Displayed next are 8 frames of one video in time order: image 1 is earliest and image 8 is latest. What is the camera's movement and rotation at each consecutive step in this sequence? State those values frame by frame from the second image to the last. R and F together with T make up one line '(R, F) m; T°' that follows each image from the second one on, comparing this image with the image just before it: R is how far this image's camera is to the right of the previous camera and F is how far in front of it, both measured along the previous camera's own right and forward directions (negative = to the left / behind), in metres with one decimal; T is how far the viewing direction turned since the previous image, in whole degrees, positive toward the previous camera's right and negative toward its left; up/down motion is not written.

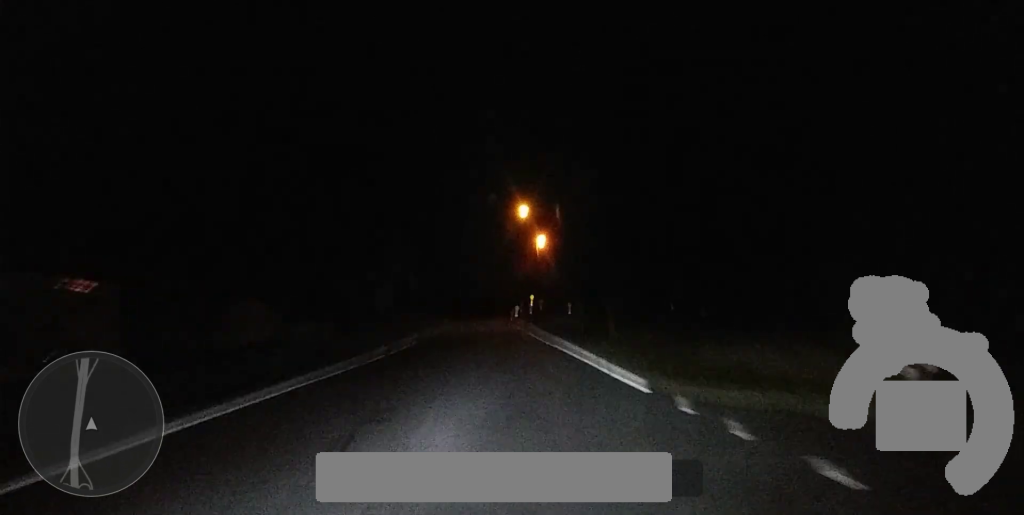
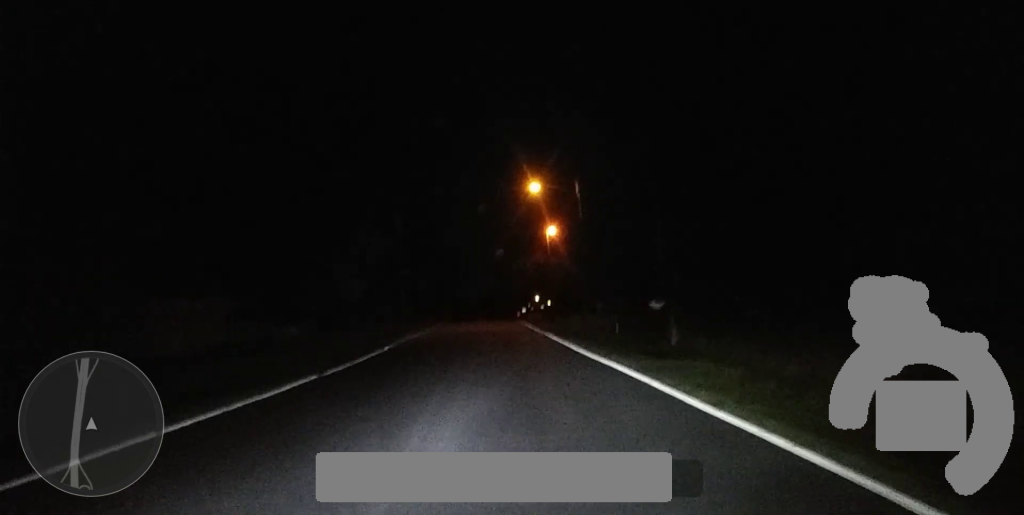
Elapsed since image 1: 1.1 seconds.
(+0.2, +13.9) m; +1°
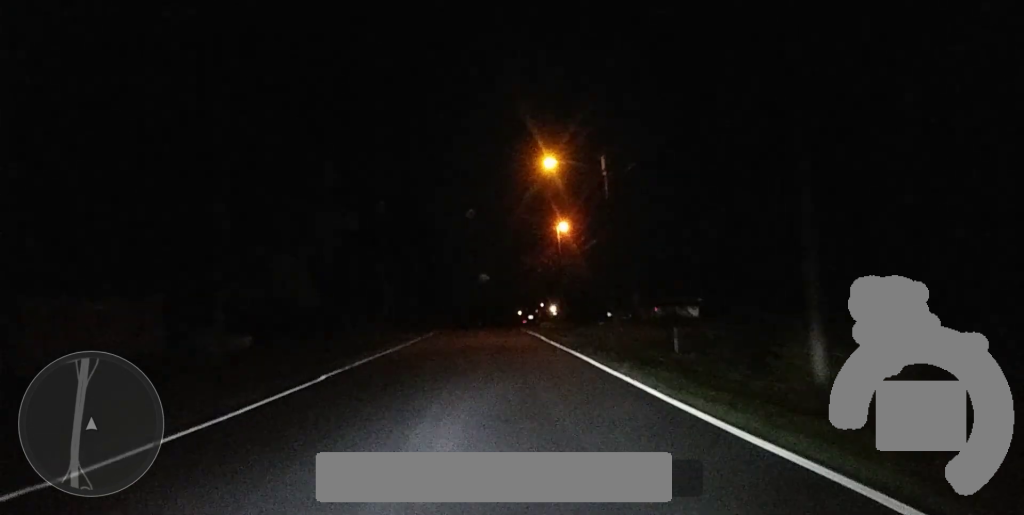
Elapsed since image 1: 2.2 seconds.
(-0.1, +13.4) m; -1°
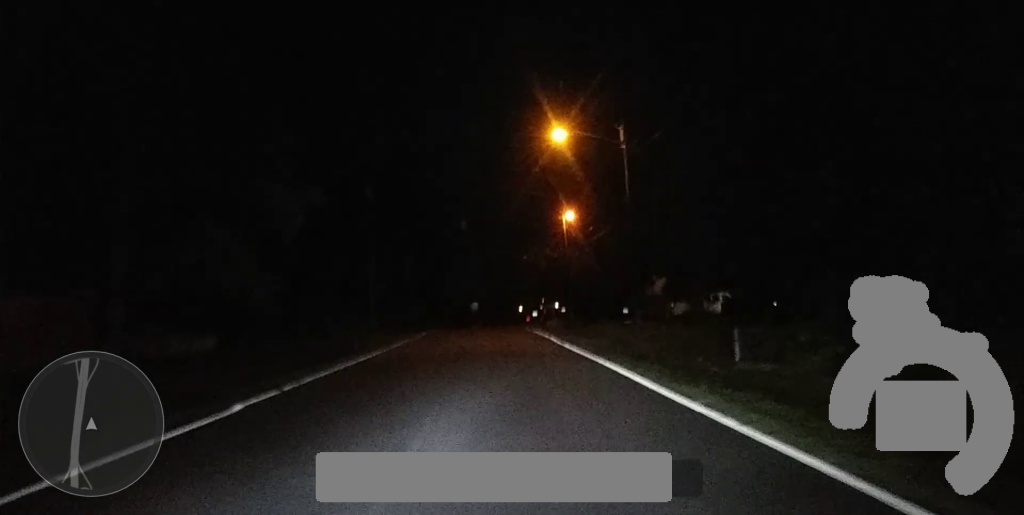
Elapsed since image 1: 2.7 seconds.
(-0.1, +5.9) m; 0°
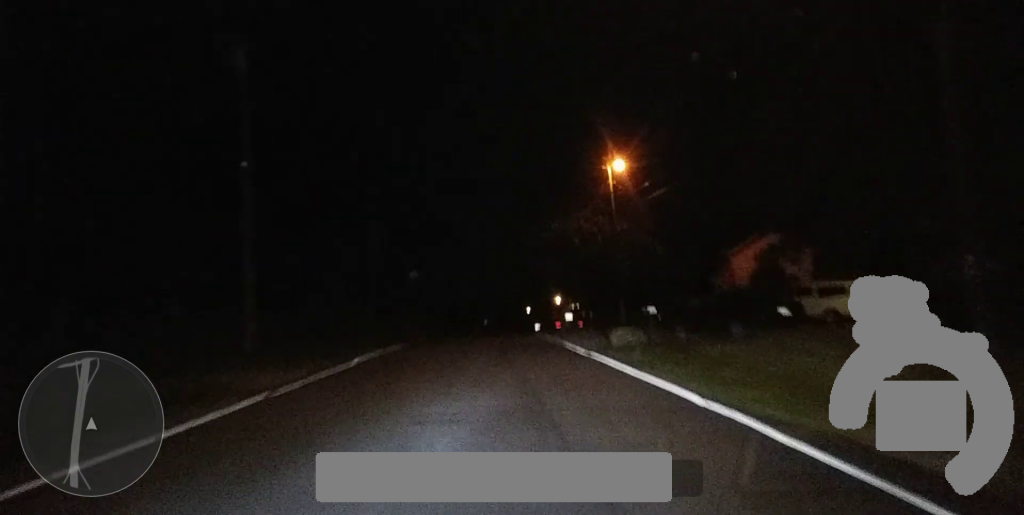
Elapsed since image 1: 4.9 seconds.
(+0.5, +28.8) m; 0°
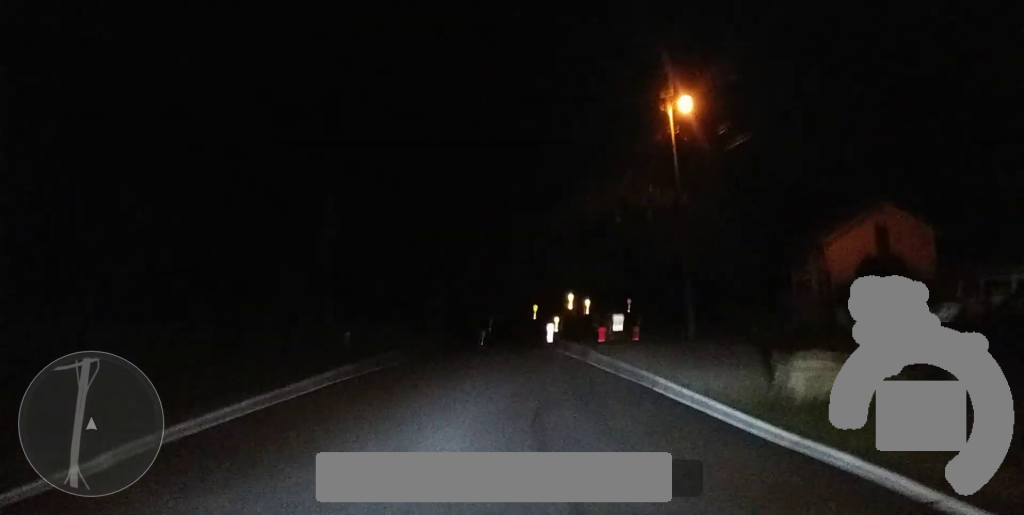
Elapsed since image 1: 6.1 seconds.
(-0.3, +15.1) m; 0°
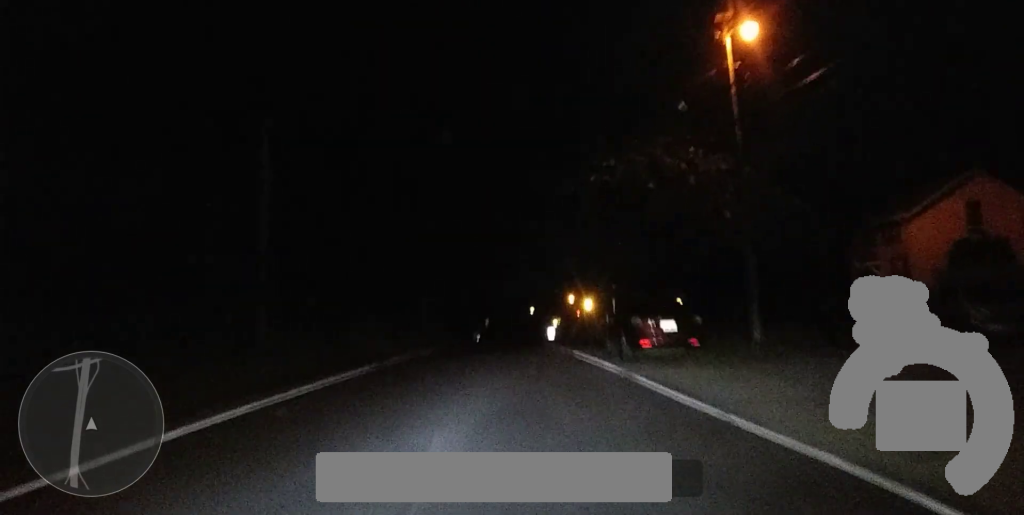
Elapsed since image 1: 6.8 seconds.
(+0.1, +9.0) m; +1°
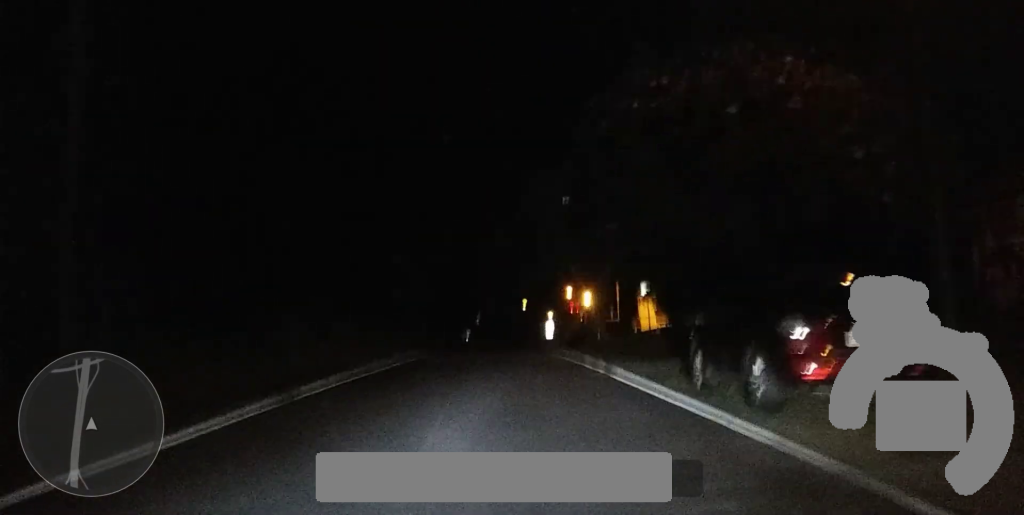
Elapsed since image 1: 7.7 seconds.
(+0.1, +11.6) m; 0°
